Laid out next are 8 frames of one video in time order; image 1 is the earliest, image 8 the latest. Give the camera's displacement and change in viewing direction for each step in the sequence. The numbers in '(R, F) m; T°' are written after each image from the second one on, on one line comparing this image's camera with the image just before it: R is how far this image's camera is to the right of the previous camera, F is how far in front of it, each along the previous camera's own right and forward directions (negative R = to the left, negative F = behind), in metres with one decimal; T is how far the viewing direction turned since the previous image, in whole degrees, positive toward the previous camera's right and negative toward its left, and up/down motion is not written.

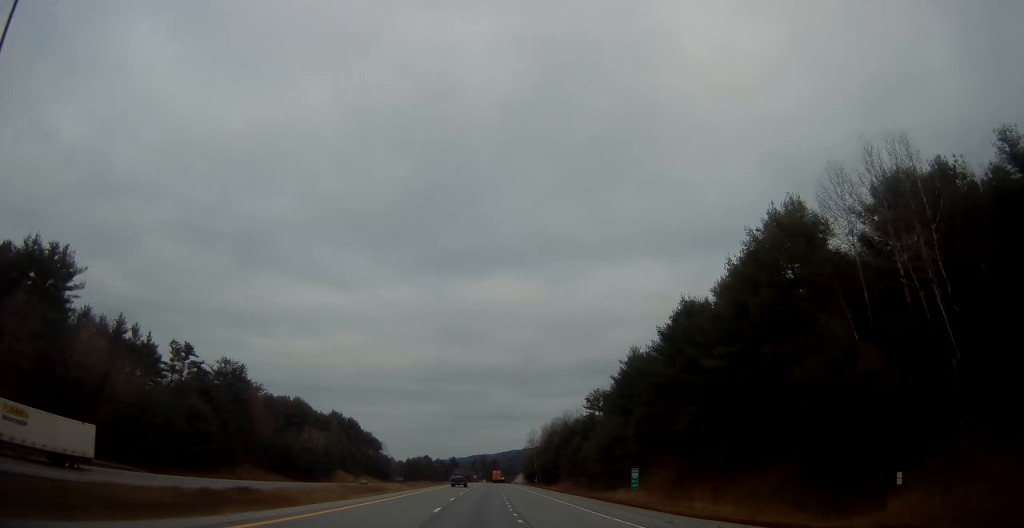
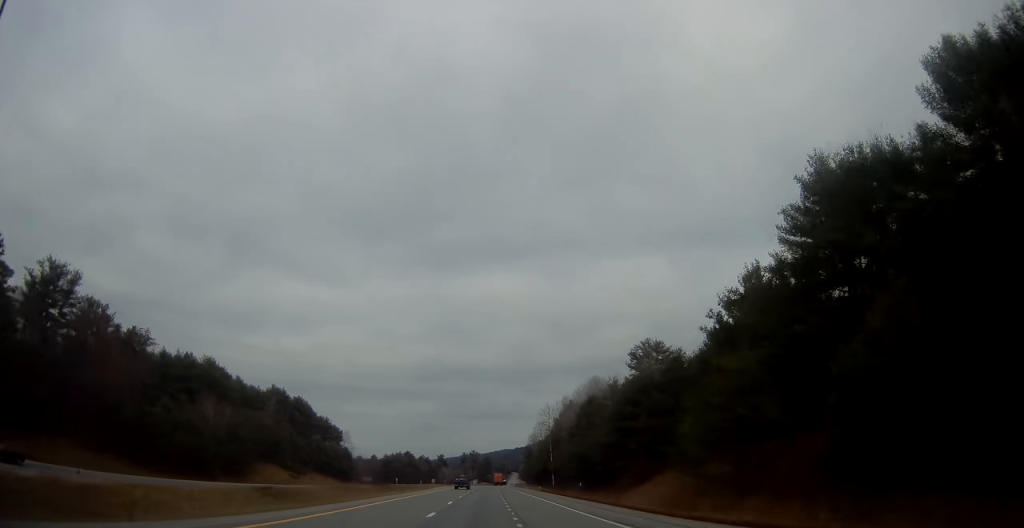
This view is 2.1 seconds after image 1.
(+0.6, +63.9) m; +1°
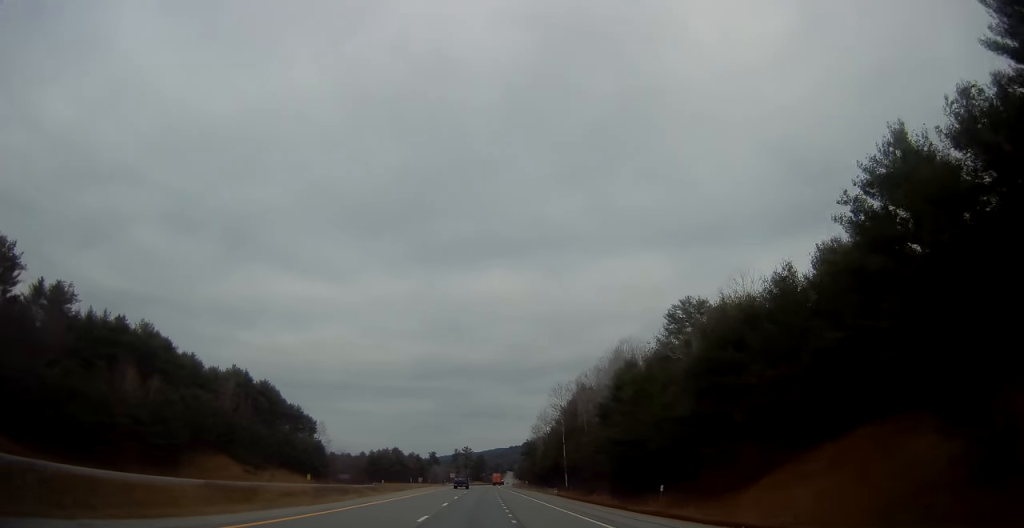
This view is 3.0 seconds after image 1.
(+0.1, +27.1) m; 0°
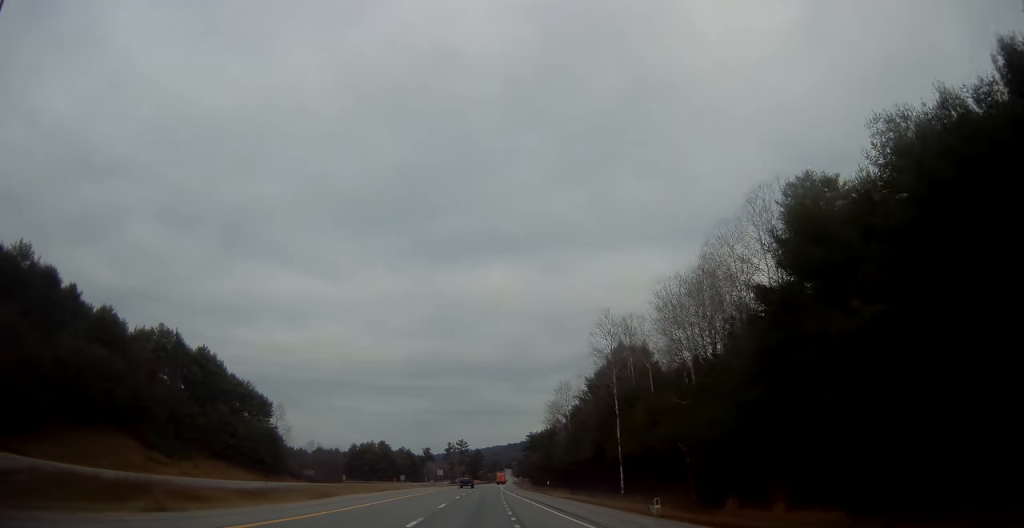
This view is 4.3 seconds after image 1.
(+0.2, +39.2) m; +1°
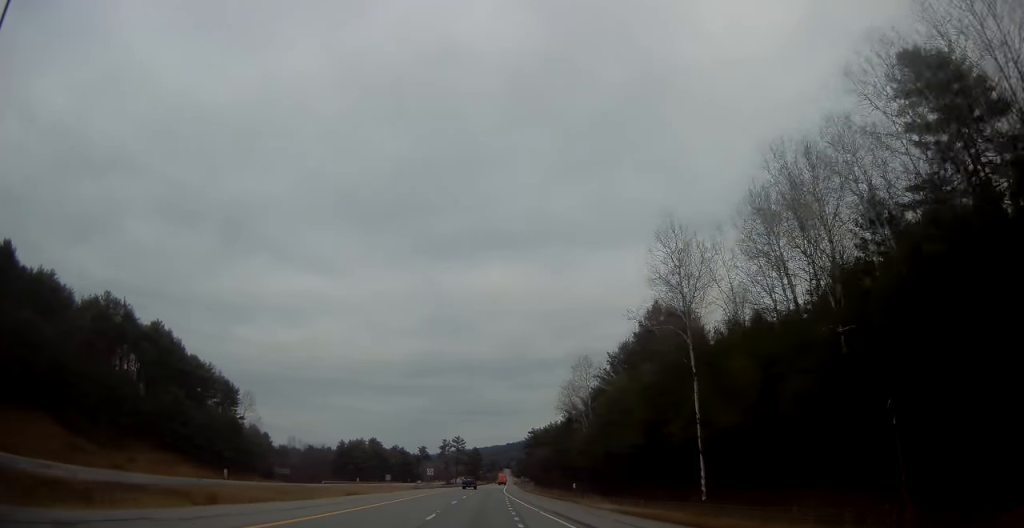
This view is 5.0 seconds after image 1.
(+0.1, +21.2) m; 0°
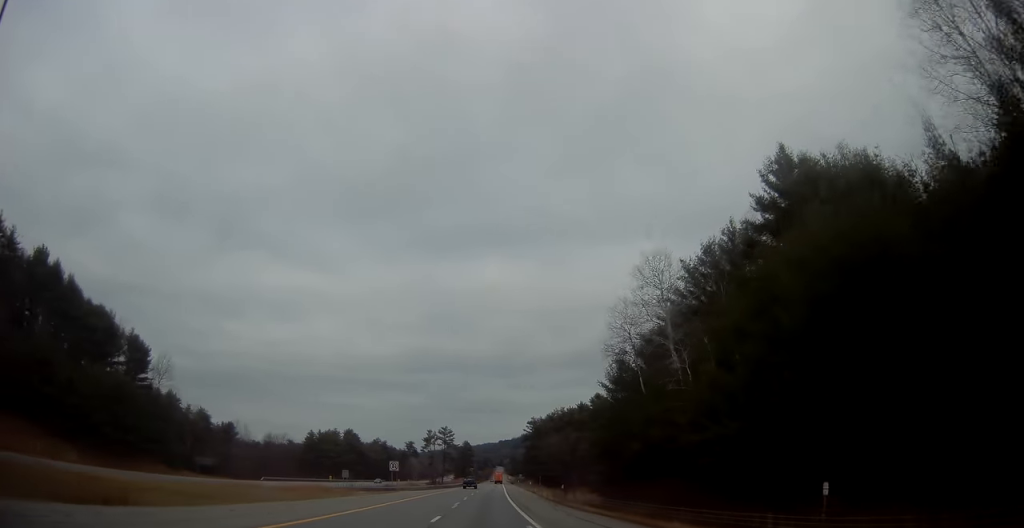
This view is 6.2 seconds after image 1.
(+0.1, +37.3) m; 0°
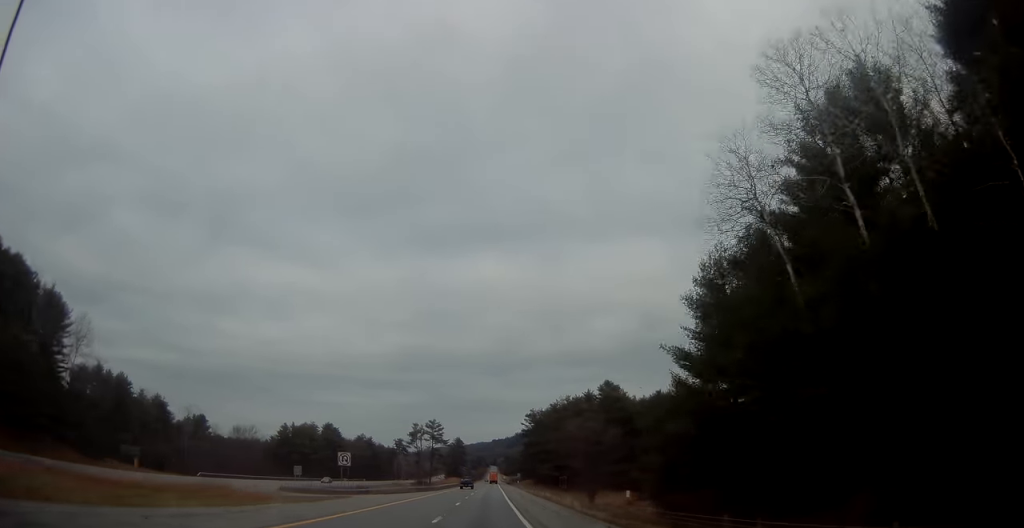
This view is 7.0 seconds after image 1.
(+0.1, +24.1) m; 0°
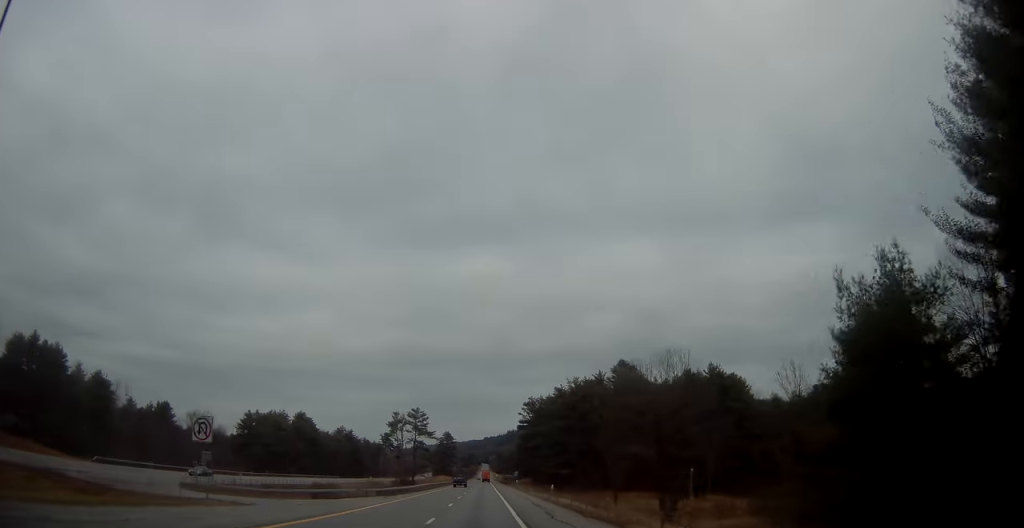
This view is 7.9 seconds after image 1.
(-0.1, +26.2) m; +1°
